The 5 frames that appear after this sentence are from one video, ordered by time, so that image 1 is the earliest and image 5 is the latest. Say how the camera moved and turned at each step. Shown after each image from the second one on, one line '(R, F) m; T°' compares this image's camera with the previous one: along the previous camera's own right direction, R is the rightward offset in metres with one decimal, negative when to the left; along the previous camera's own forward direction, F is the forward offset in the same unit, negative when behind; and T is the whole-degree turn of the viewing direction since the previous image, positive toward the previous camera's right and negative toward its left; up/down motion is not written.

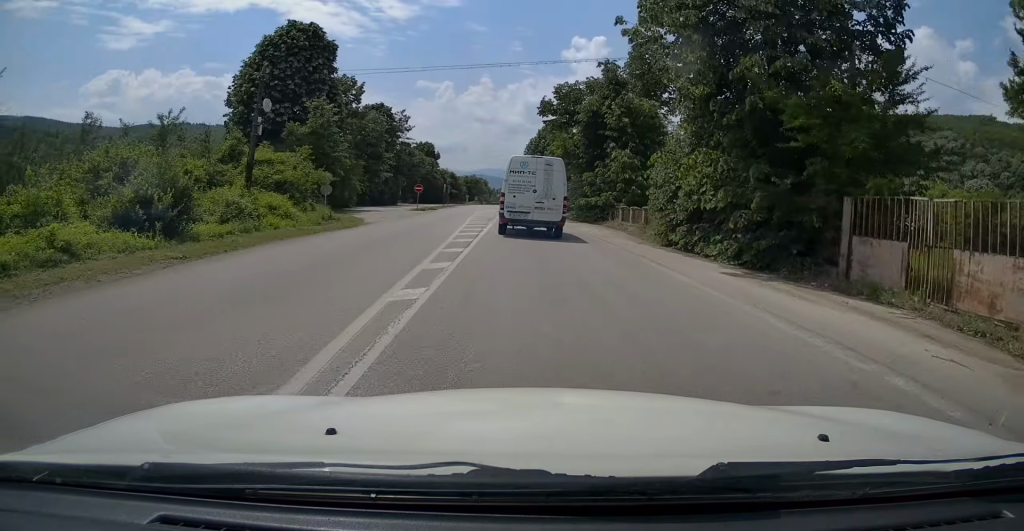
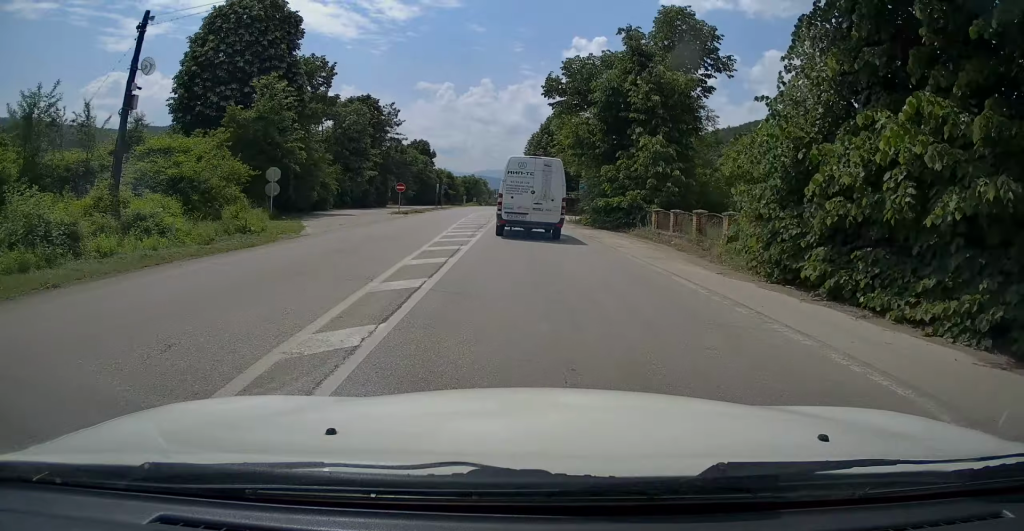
(0.0, +8.5) m; 0°
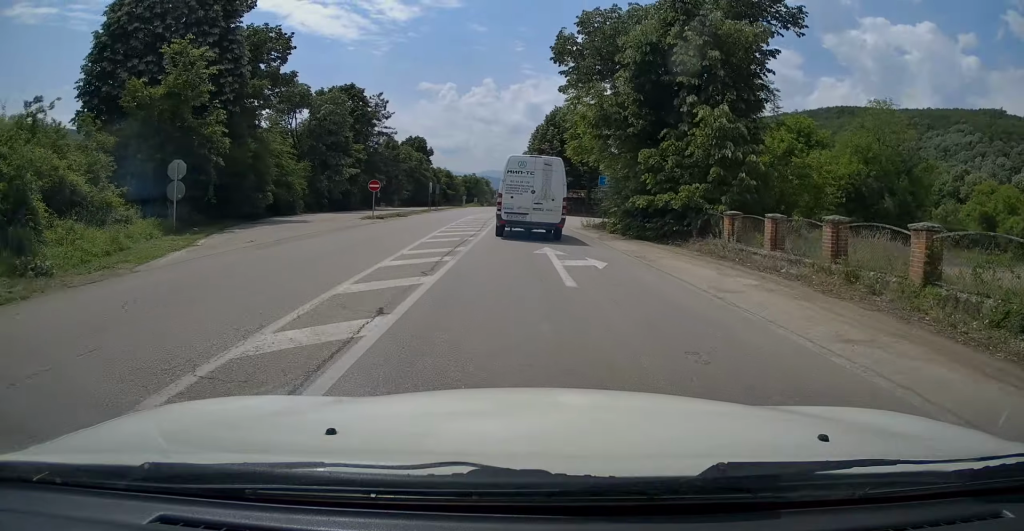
(0.0, +9.0) m; 0°
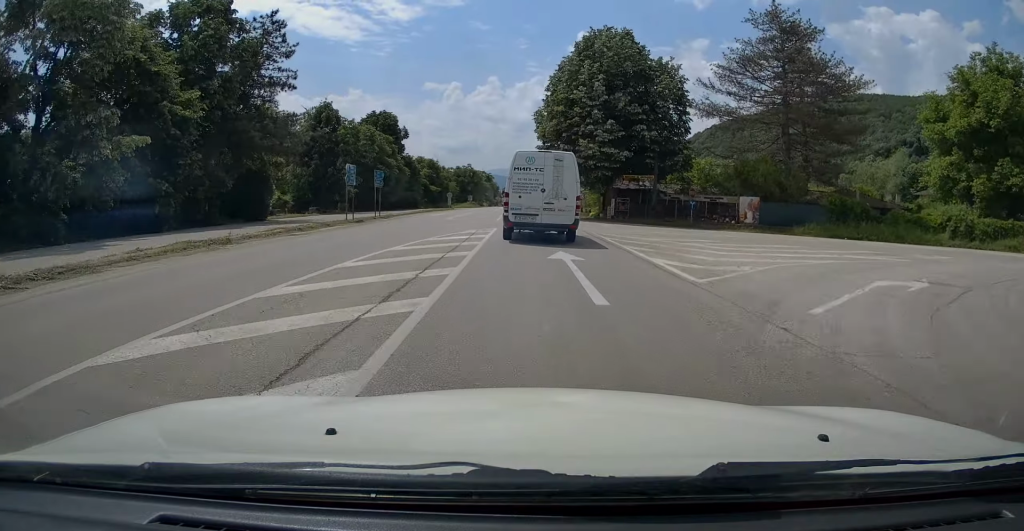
(0.0, +36.5) m; -1°
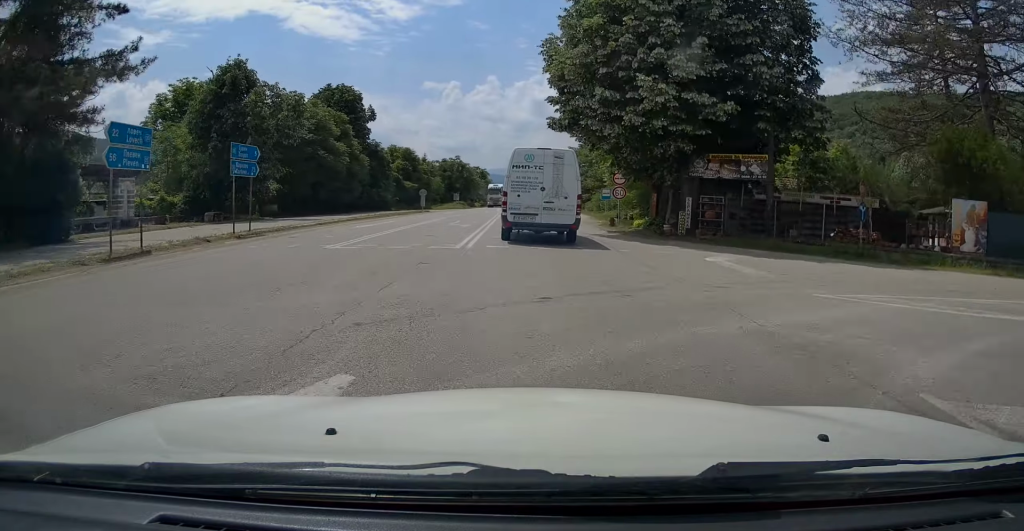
(-0.2, +21.1) m; -1°
